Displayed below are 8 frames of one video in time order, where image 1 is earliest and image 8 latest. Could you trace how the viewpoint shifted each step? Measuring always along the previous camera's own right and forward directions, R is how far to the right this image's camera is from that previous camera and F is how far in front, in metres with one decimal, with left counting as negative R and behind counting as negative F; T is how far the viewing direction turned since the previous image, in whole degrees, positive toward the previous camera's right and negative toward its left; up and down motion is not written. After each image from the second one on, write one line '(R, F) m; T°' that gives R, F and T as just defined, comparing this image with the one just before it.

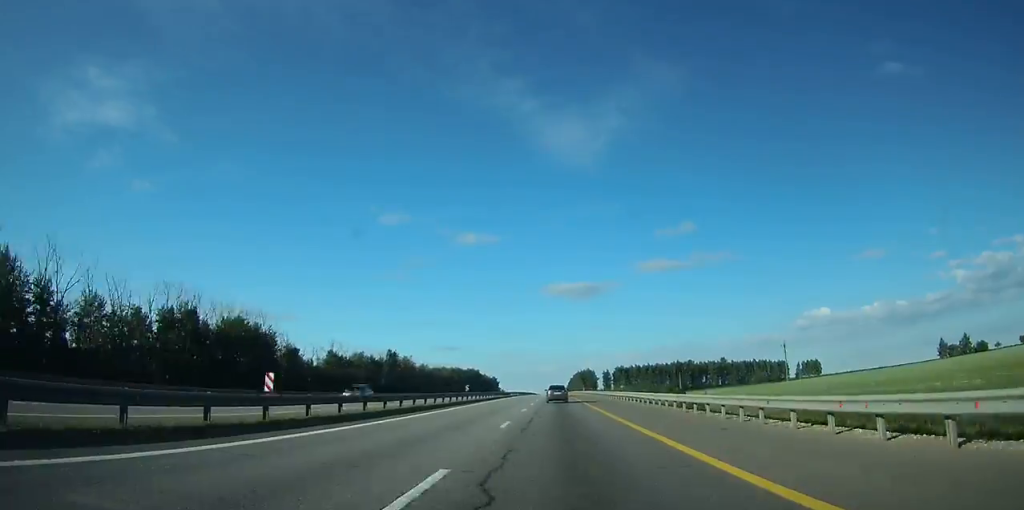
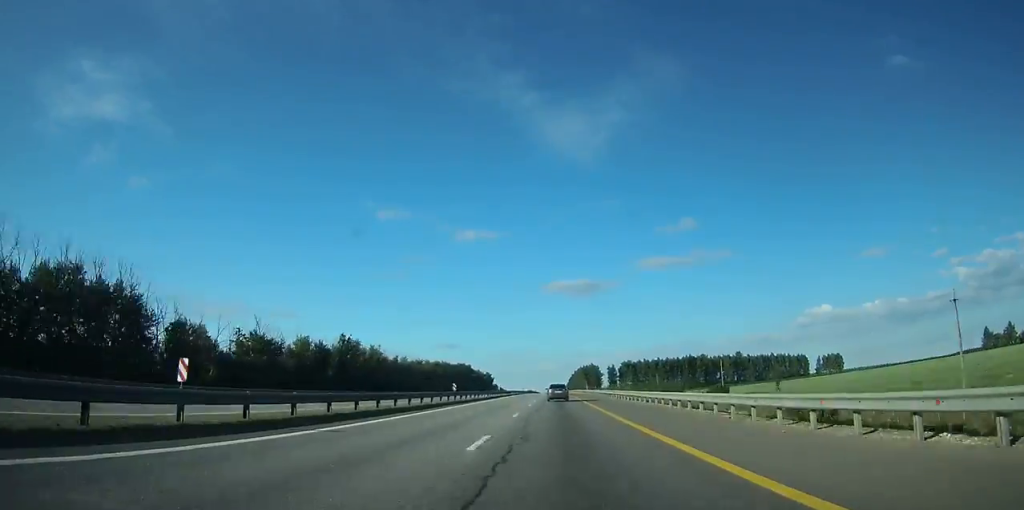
(0.0, +44.4) m; 0°
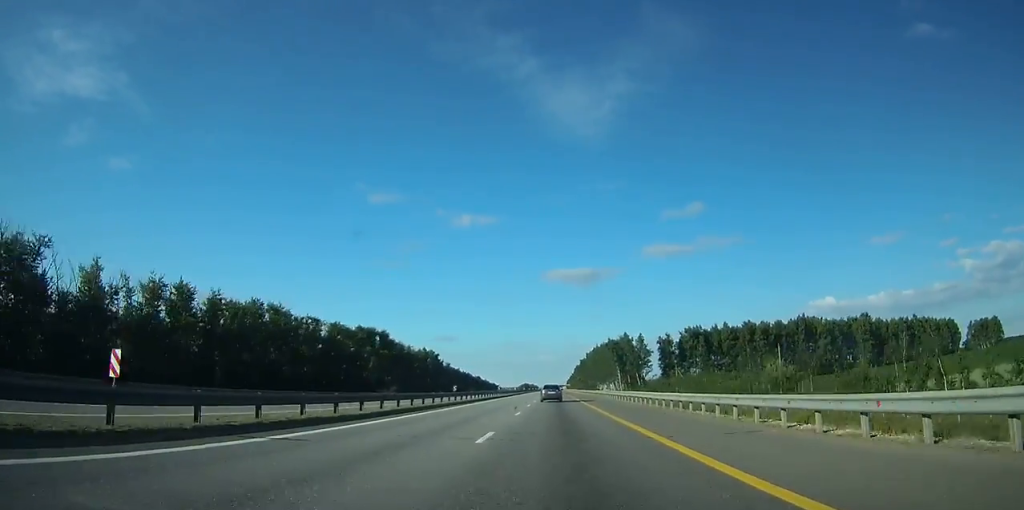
(0.0, +204.3) m; 0°
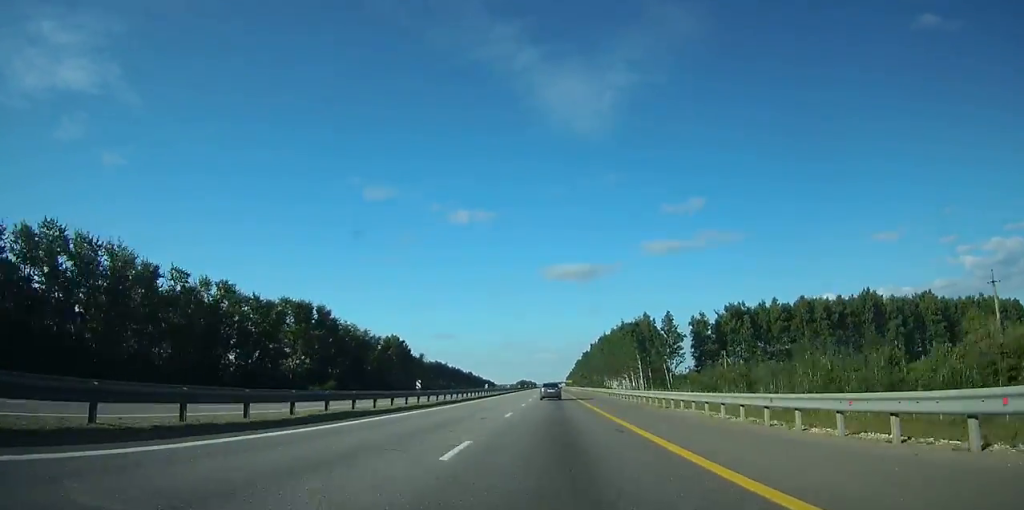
(+0.1, +54.2) m; 0°
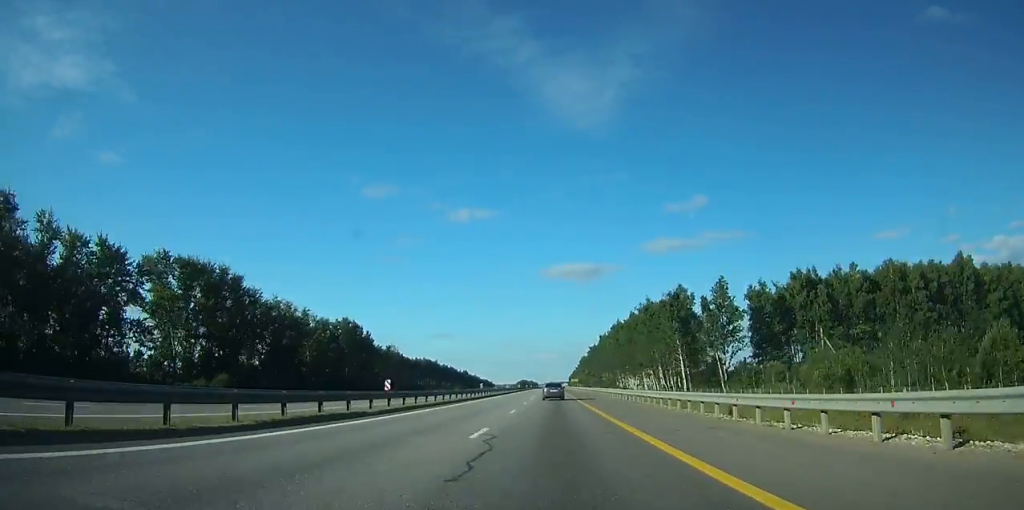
(0.0, +46.1) m; 0°
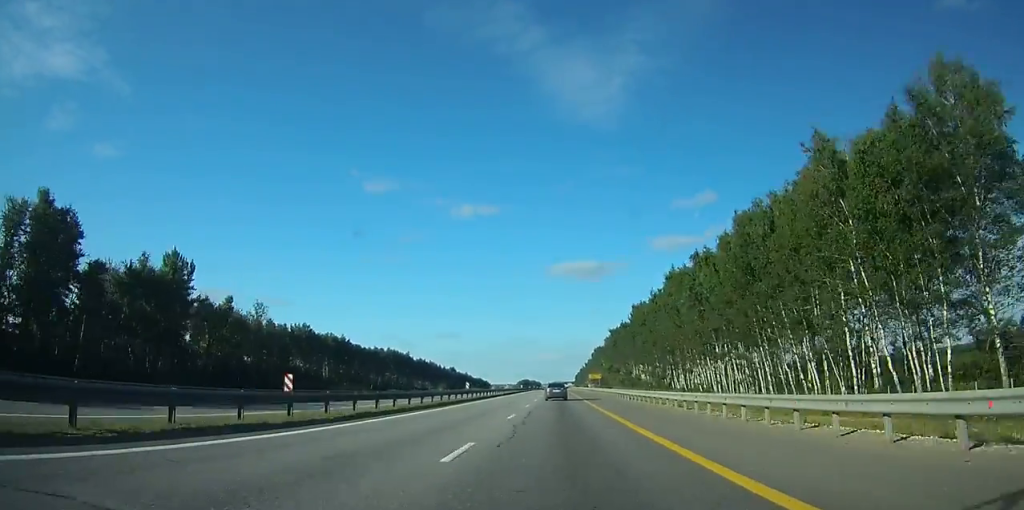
(-0.1, +90.0) m; 0°
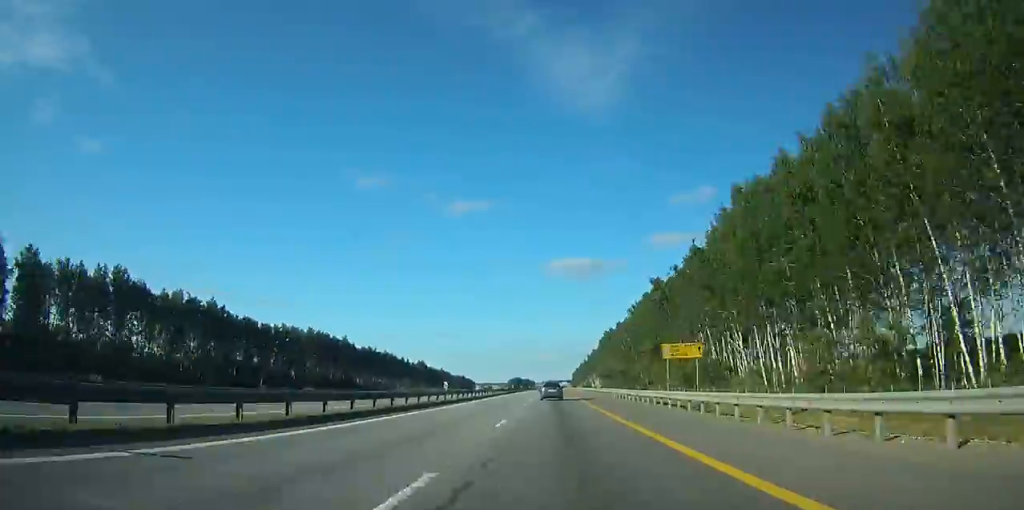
(0.0, +86.4) m; 0°
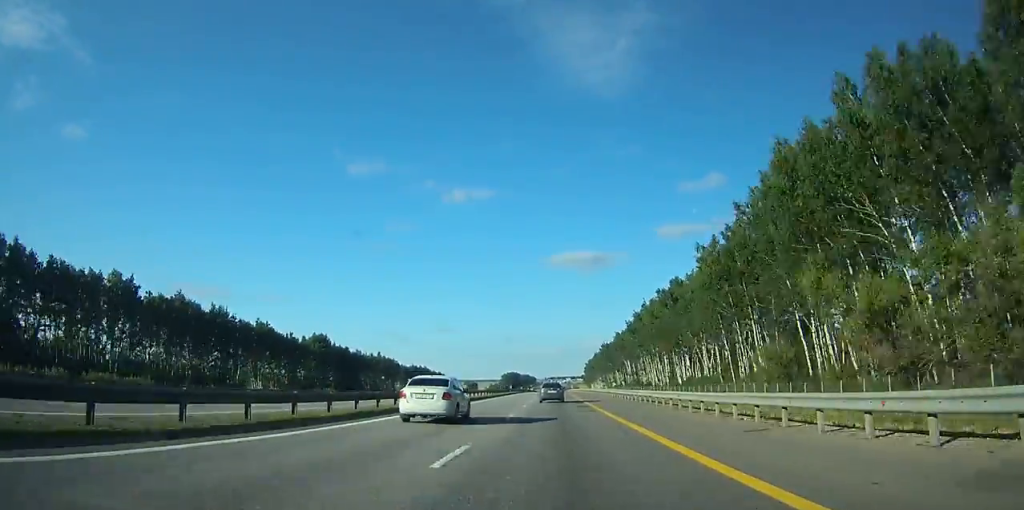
(+0.2, +158.2) m; 0°
